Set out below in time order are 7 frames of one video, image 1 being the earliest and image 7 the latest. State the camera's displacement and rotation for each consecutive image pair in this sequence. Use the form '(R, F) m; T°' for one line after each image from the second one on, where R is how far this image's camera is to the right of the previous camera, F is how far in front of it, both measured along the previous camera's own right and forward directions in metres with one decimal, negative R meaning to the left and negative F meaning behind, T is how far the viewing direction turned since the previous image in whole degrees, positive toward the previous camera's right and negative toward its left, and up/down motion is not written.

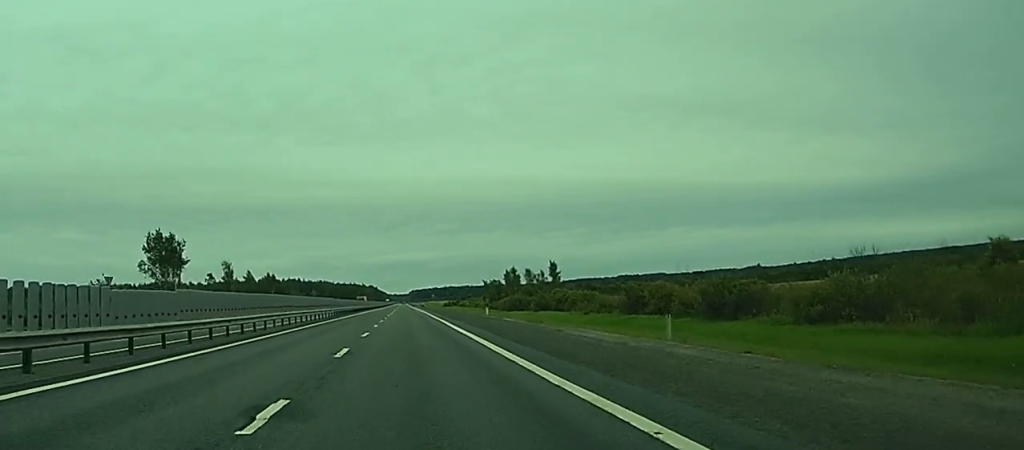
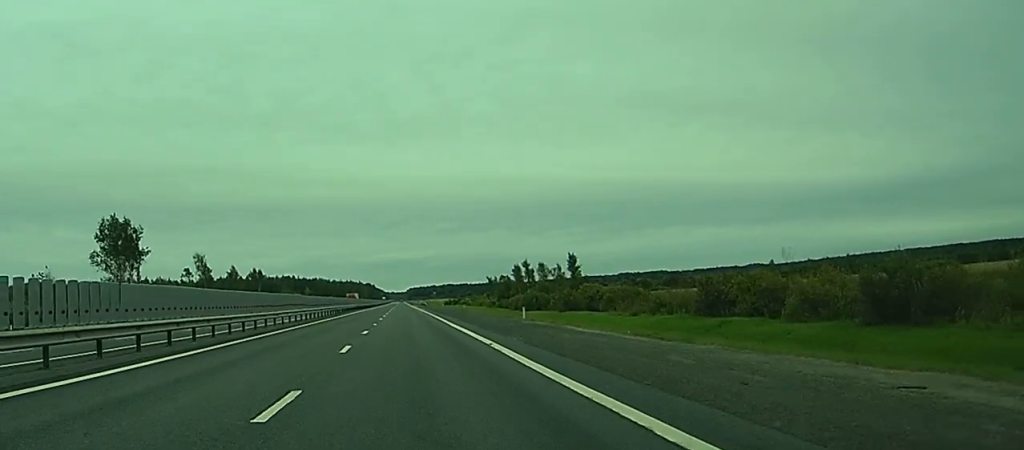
(0.0, +23.1) m; 0°
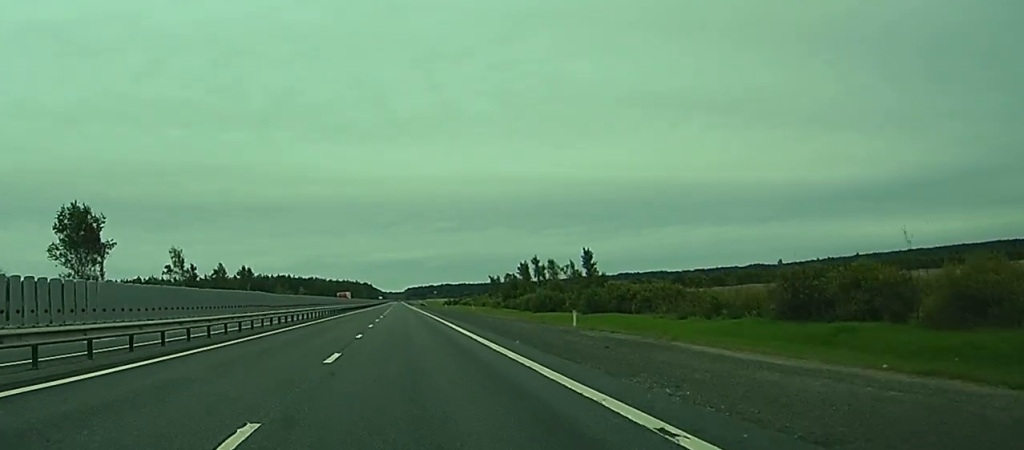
(0.0, +15.3) m; 0°
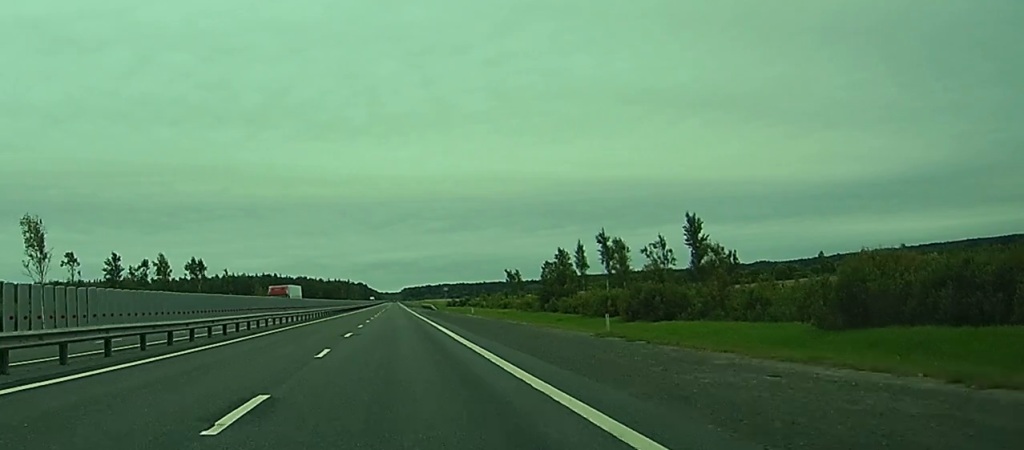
(+0.8, +57.6) m; +1°
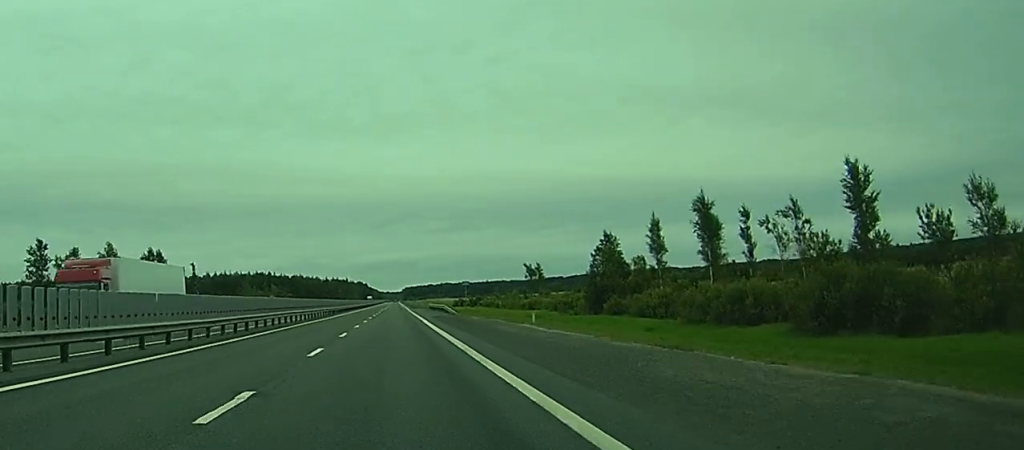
(-0.1, +35.3) m; -1°
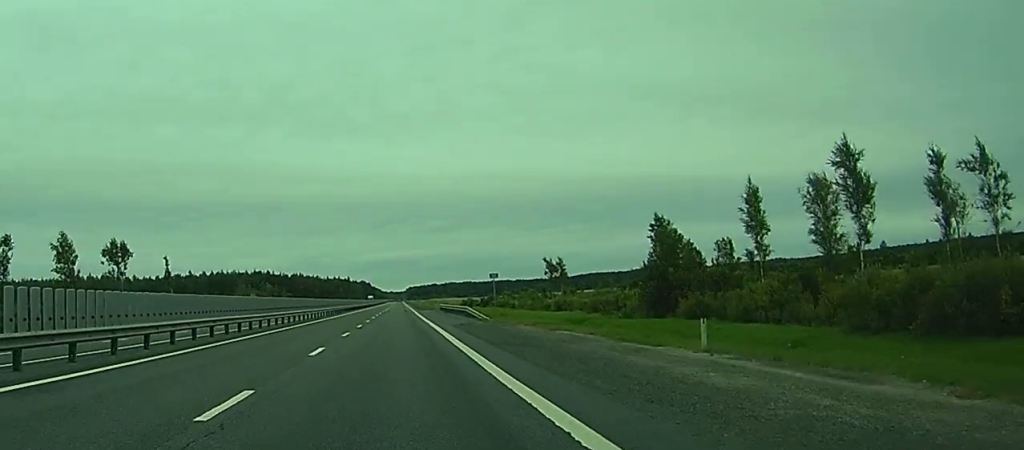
(-0.1, +23.4) m; 0°
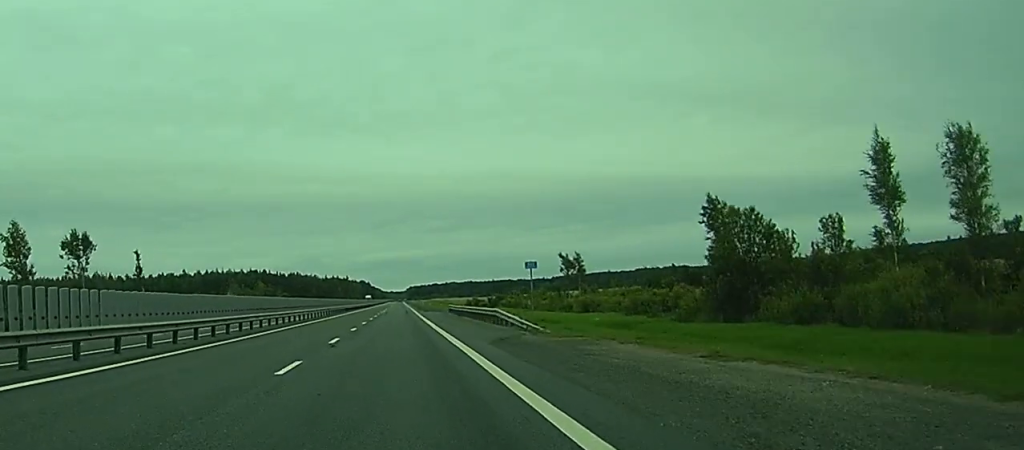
(+0.1, +17.6) m; 0°
